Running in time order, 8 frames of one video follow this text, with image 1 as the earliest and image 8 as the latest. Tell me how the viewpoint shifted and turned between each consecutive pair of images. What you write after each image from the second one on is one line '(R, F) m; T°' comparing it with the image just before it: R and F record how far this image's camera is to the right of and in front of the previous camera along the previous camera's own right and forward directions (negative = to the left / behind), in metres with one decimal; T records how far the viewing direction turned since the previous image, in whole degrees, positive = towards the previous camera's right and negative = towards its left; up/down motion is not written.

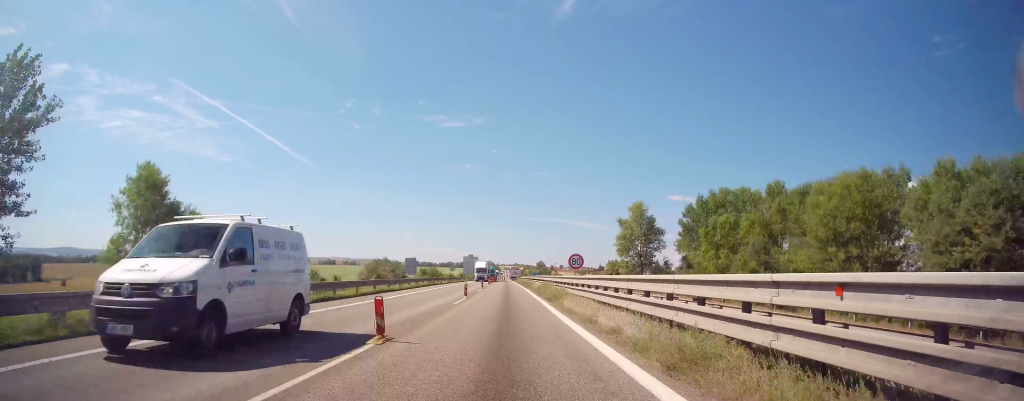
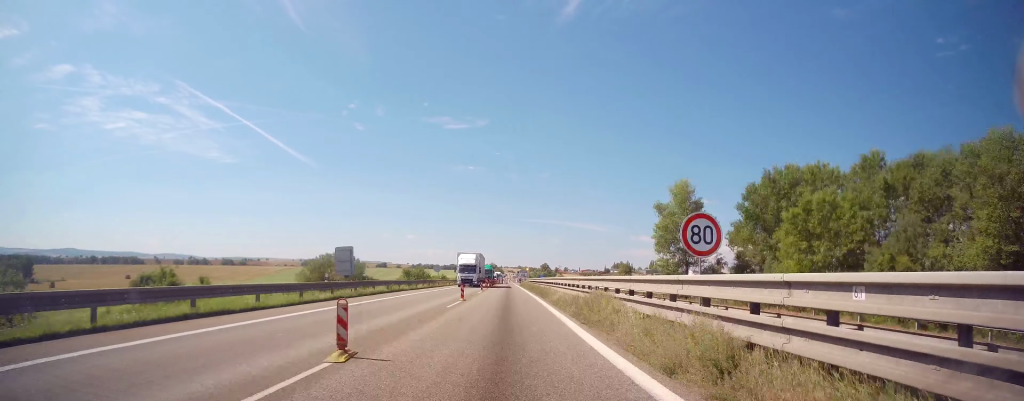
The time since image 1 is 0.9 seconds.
(+0.3, +19.8) m; +1°
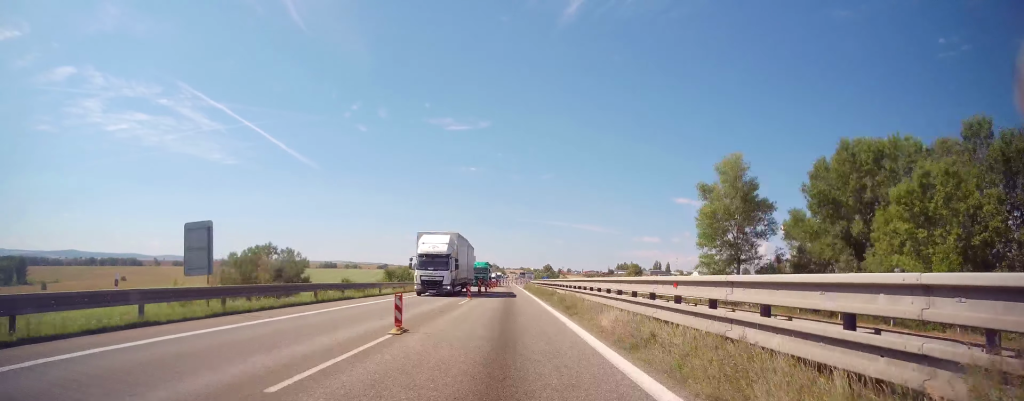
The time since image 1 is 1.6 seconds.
(+0.1, +14.4) m; 0°
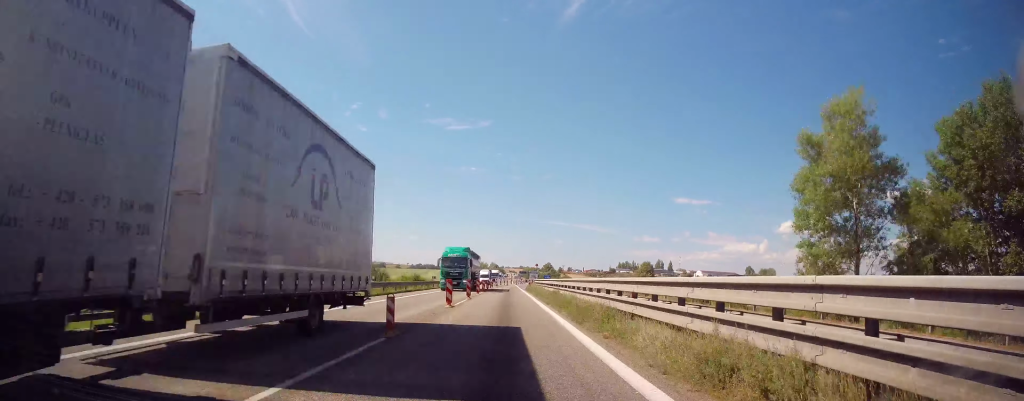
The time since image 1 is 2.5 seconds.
(0.0, +18.6) m; 0°
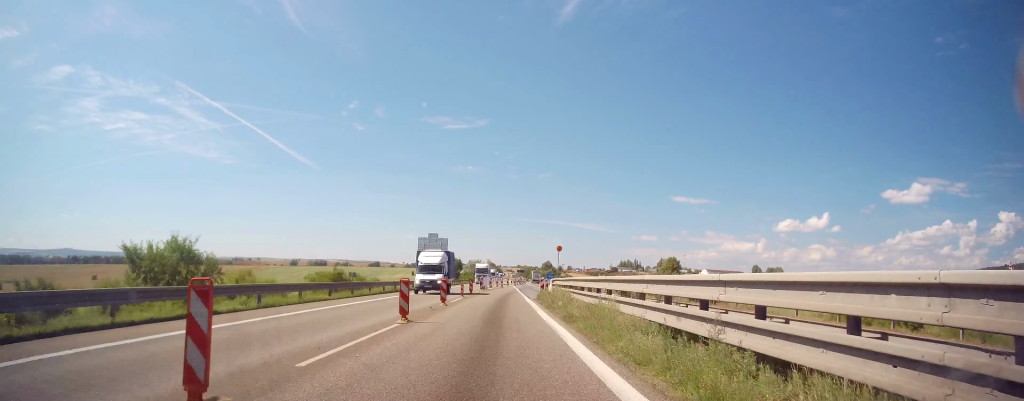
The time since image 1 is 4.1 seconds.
(-0.4, +33.8) m; -1°
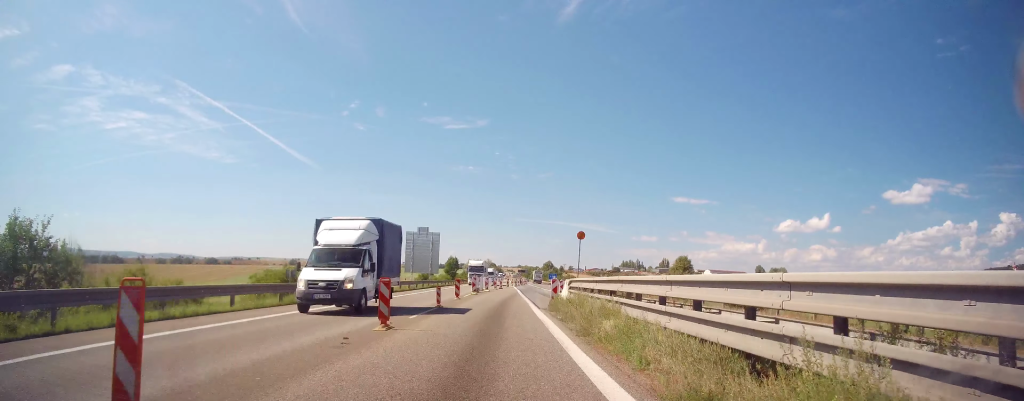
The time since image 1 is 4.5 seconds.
(0.0, +9.2) m; 0°
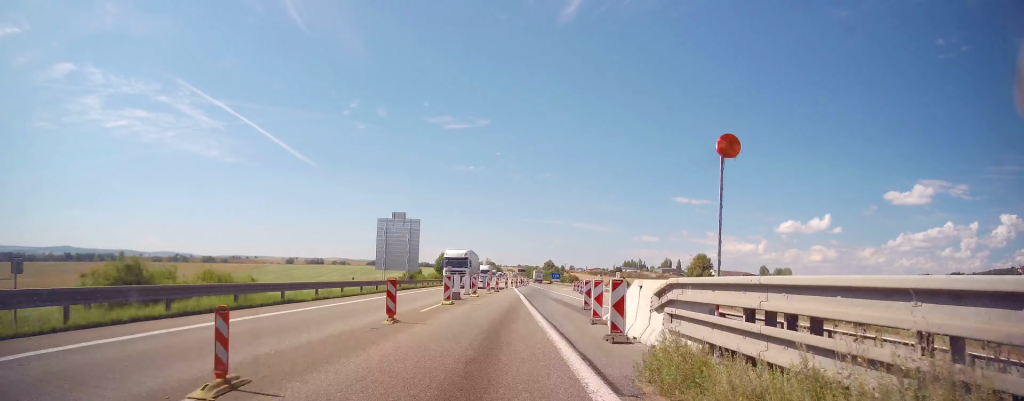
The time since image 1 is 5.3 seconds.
(-0.1, +15.9) m; +1°
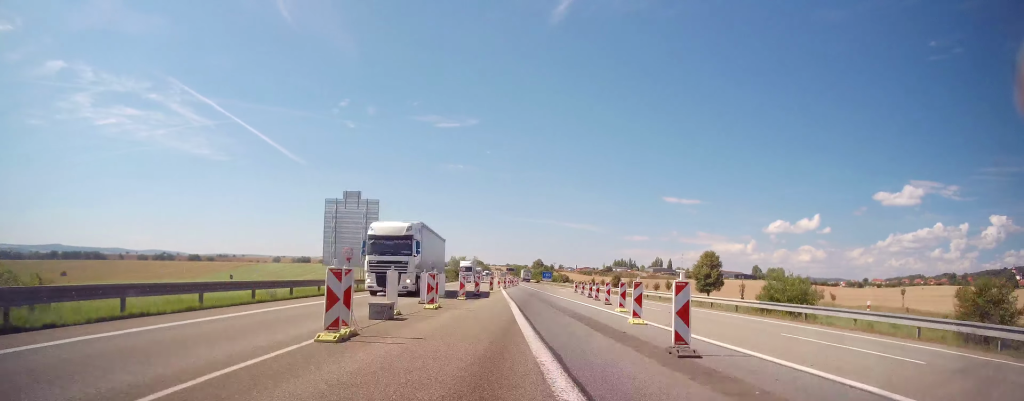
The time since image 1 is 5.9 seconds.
(+0.3, +13.3) m; +2°
